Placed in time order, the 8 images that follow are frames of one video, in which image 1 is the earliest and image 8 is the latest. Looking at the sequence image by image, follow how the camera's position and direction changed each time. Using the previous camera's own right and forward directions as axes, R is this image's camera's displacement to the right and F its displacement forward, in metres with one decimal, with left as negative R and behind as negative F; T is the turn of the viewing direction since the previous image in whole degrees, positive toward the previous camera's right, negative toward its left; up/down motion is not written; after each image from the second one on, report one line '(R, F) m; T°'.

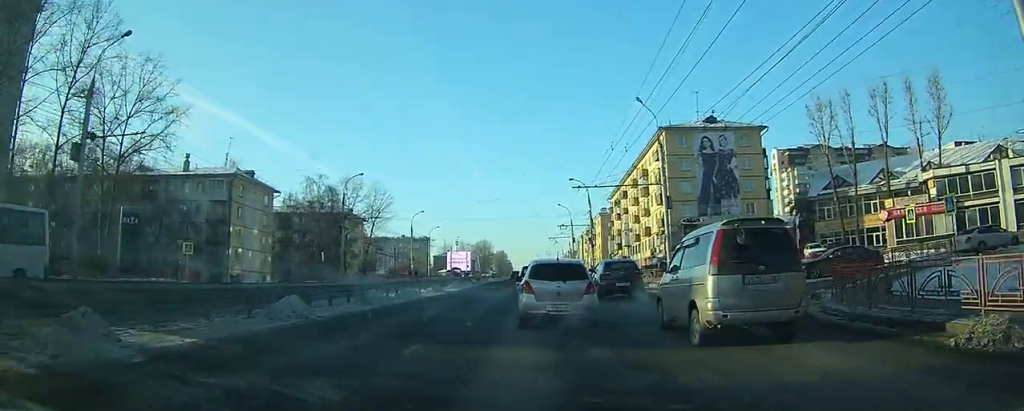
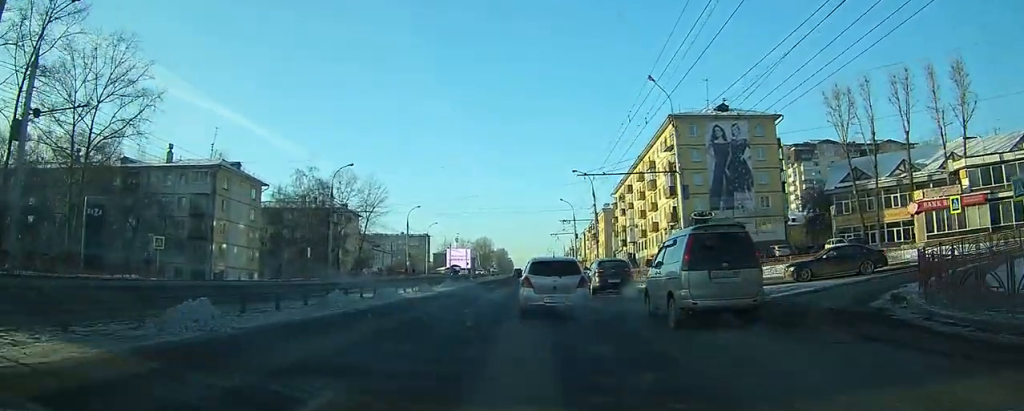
(0.0, +4.4) m; 0°
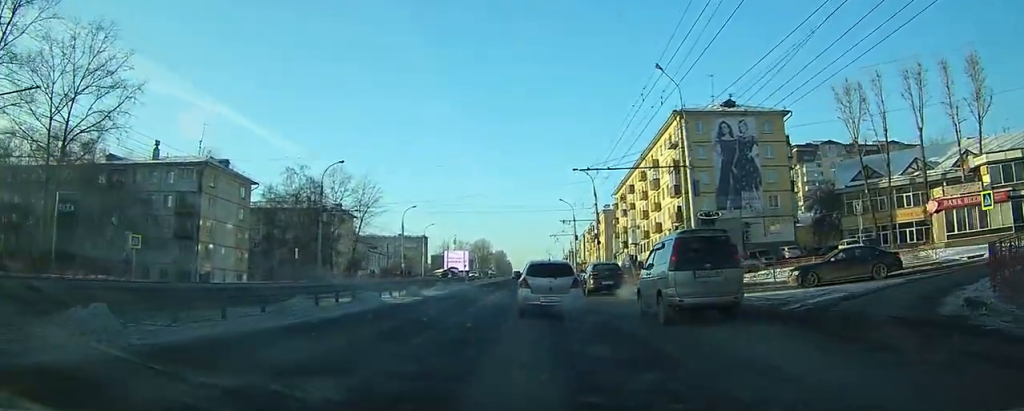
(0.0, +2.7) m; 0°
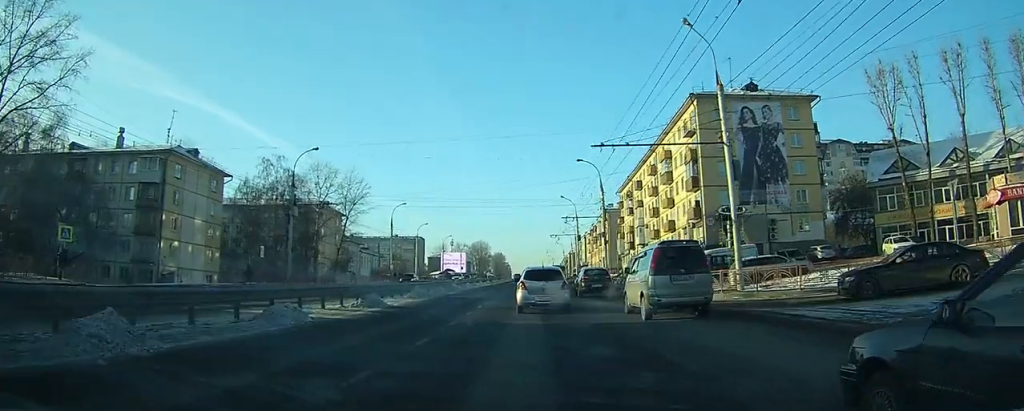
(0.0, +6.6) m; 0°
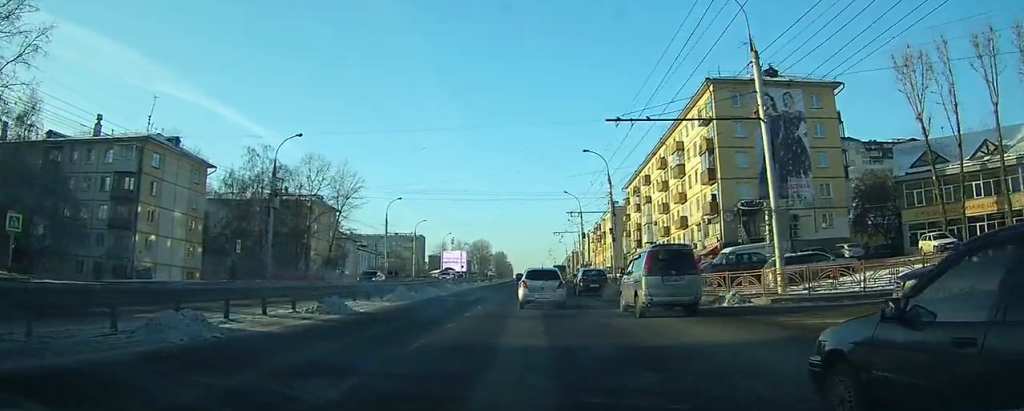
(0.0, +4.2) m; 0°
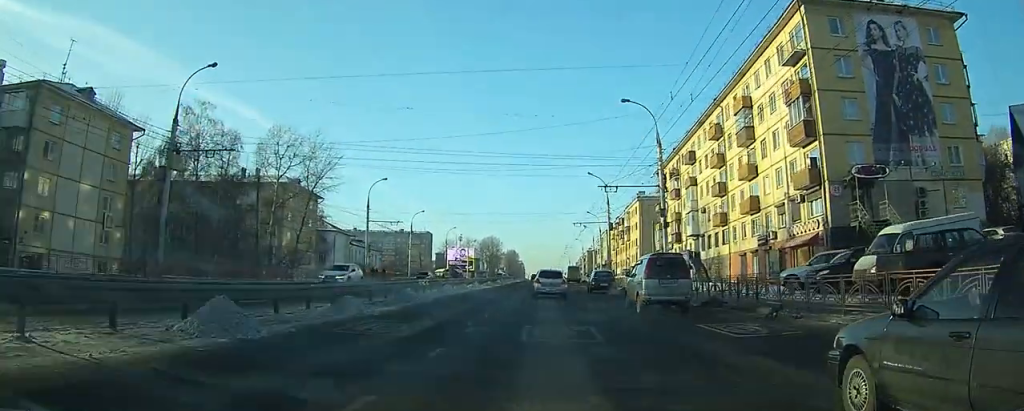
(+0.1, +16.2) m; 0°
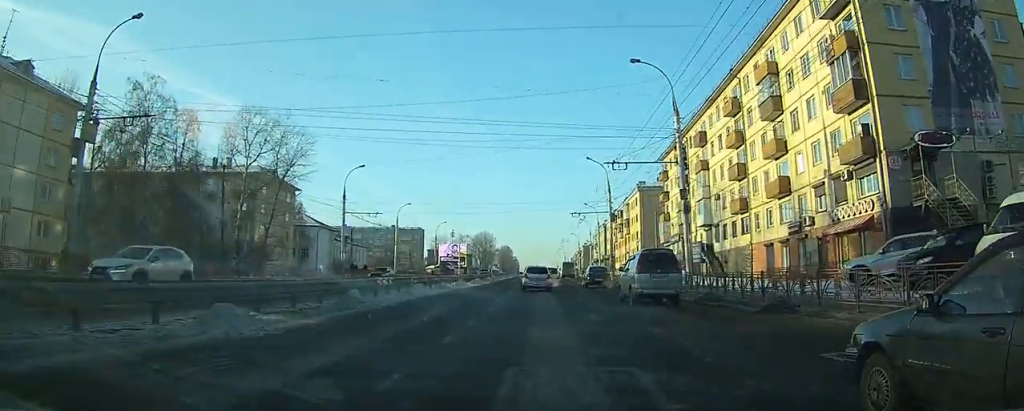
(0.0, +6.8) m; -1°
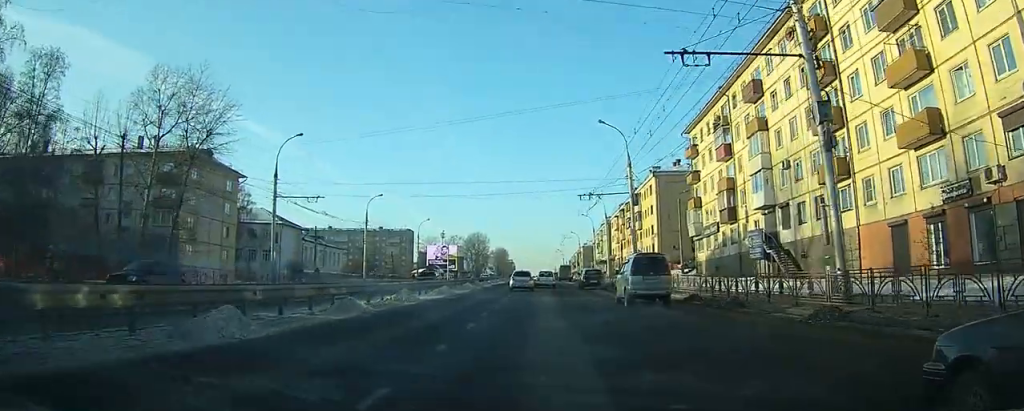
(-0.9, +17.3) m; -5°
